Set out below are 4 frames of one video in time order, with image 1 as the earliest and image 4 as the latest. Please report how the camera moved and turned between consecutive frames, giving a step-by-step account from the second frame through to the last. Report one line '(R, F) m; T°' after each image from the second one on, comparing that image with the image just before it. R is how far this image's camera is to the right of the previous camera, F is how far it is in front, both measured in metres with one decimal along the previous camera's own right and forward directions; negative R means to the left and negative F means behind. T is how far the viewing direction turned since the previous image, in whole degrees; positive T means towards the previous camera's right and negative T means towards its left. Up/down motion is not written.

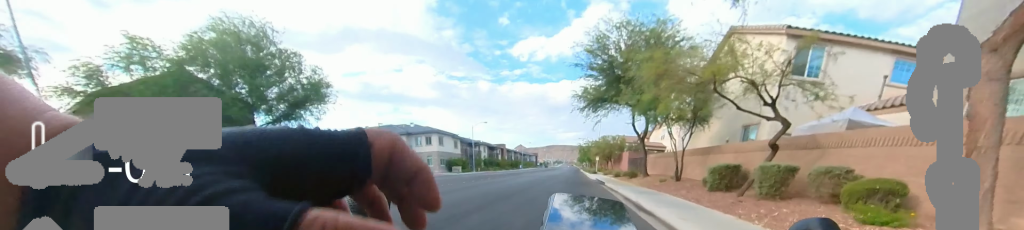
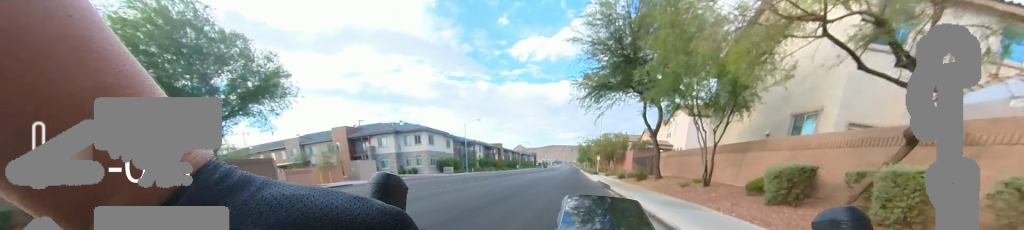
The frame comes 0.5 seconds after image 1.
(0.0, +3.5) m; 0°
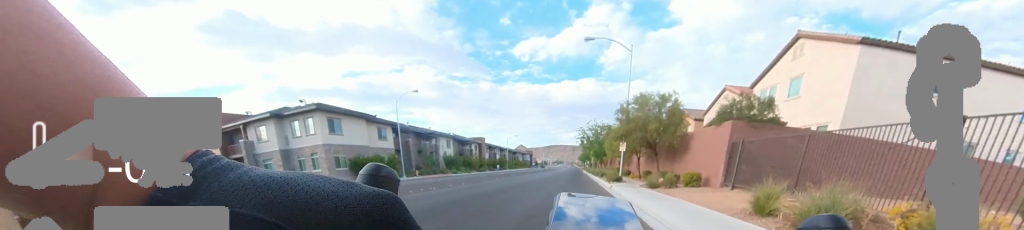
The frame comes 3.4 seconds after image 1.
(0.0, +21.9) m; 0°
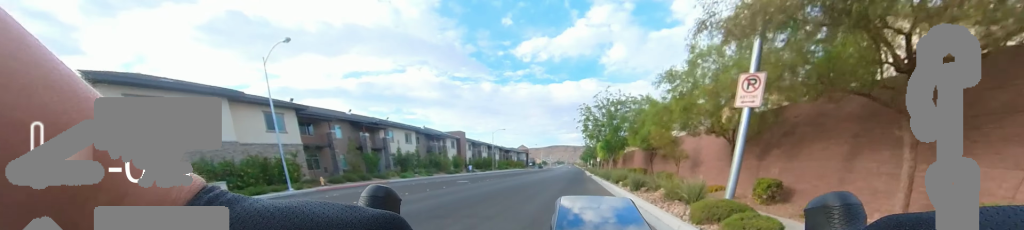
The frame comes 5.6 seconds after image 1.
(0.0, +15.5) m; 0°
